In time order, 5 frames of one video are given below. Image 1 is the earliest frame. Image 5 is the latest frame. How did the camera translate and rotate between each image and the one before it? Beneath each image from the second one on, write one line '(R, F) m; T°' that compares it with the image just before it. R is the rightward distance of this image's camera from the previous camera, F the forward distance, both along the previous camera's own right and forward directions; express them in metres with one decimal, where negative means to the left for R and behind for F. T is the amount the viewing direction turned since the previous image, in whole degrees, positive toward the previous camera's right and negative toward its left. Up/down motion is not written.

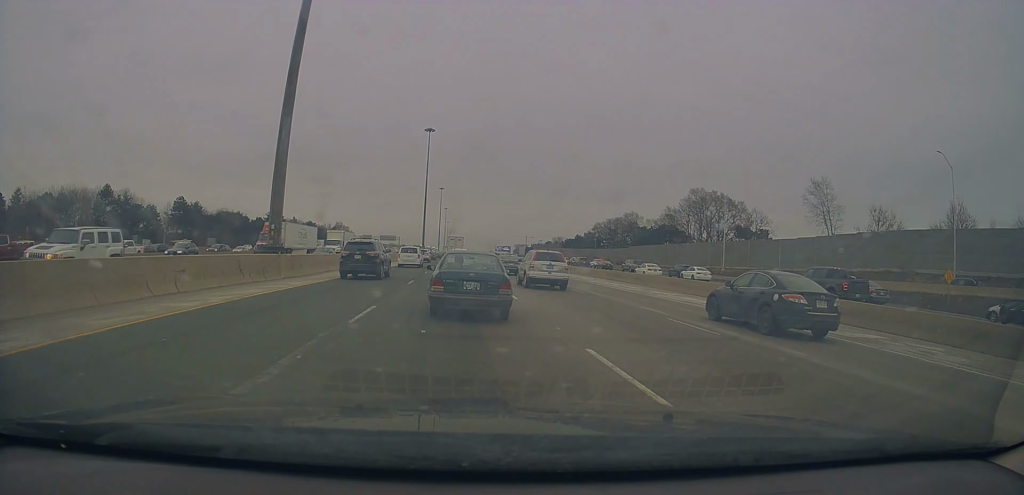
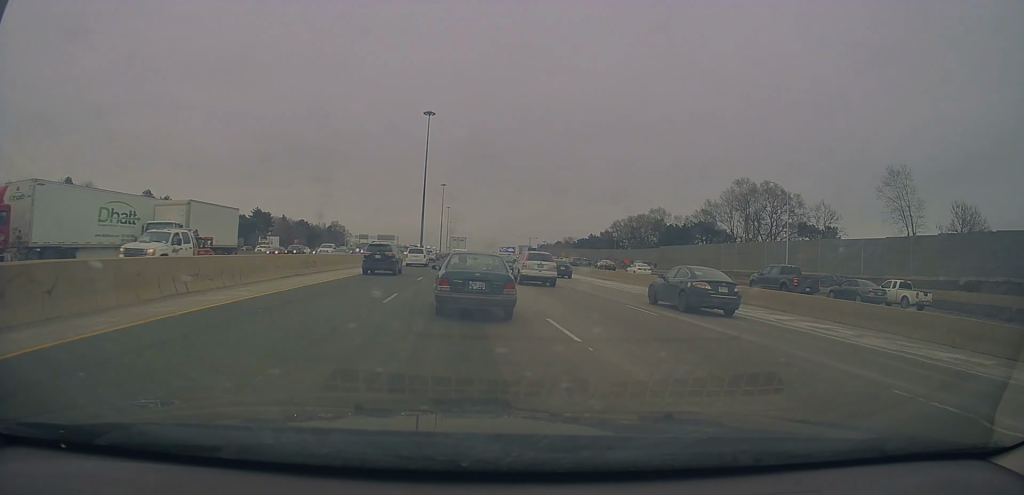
(+1.5, +20.9) m; 0°
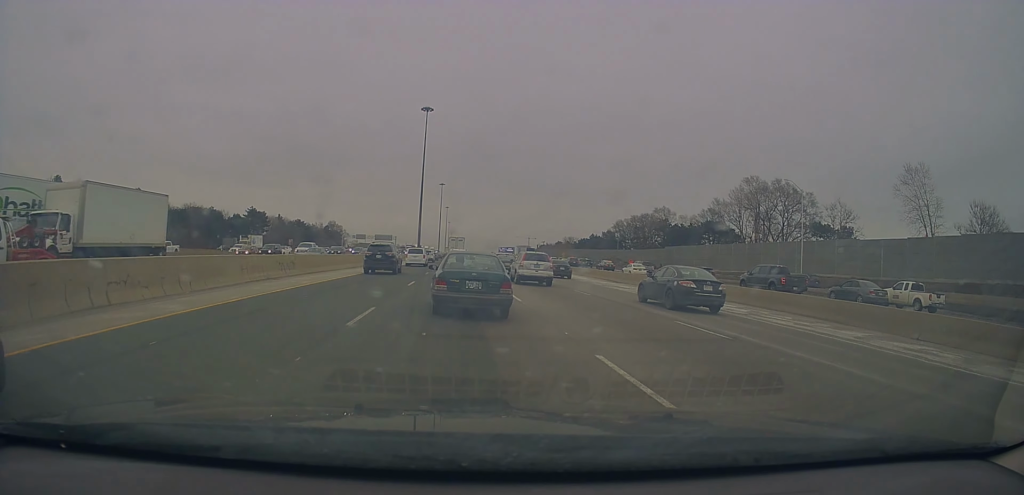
(-0.2, +4.4) m; -2°
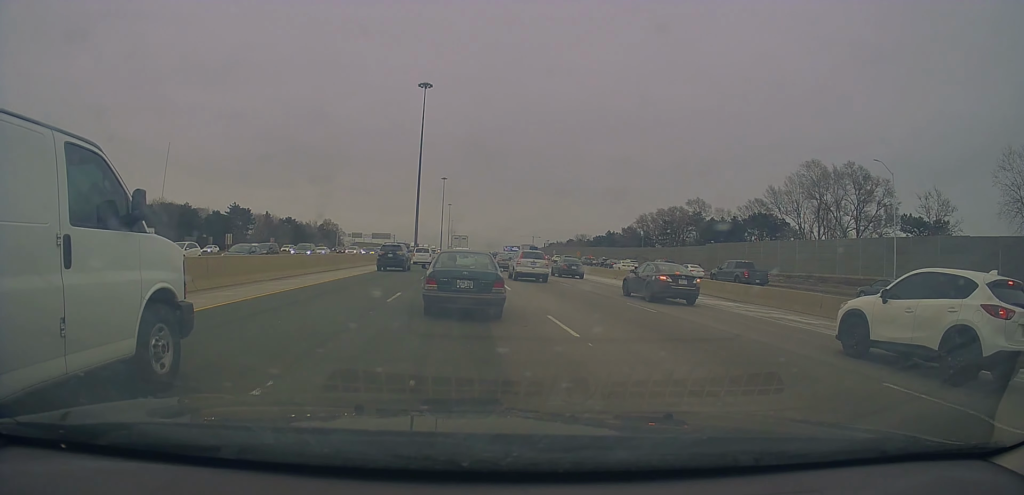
(+0.6, +19.1) m; +3°
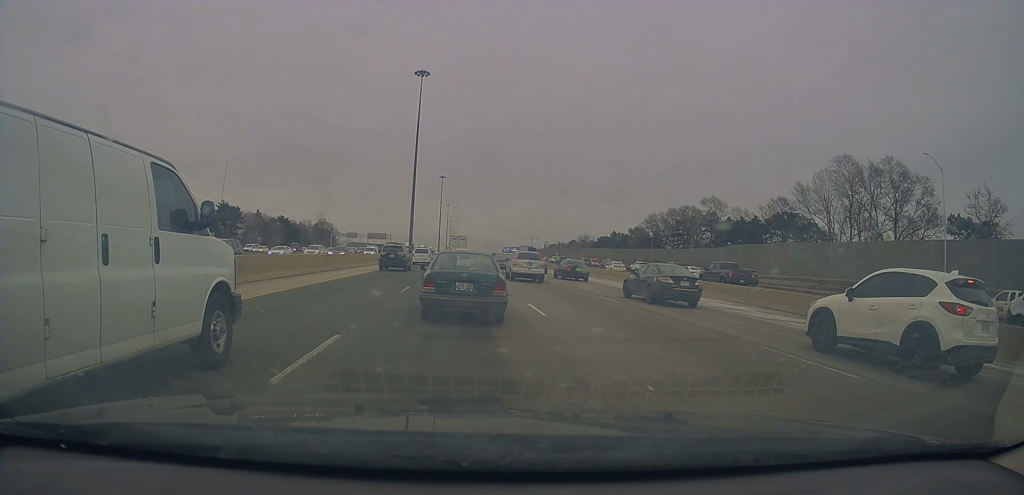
(-0.2, +8.6) m; -2°
